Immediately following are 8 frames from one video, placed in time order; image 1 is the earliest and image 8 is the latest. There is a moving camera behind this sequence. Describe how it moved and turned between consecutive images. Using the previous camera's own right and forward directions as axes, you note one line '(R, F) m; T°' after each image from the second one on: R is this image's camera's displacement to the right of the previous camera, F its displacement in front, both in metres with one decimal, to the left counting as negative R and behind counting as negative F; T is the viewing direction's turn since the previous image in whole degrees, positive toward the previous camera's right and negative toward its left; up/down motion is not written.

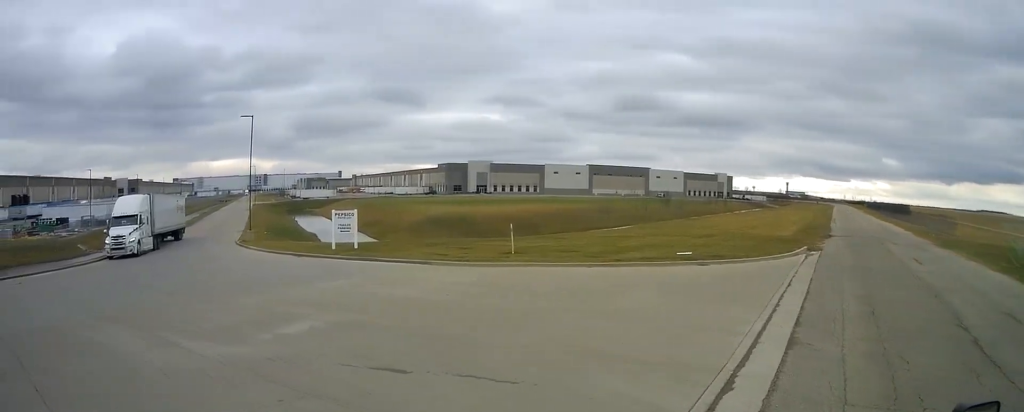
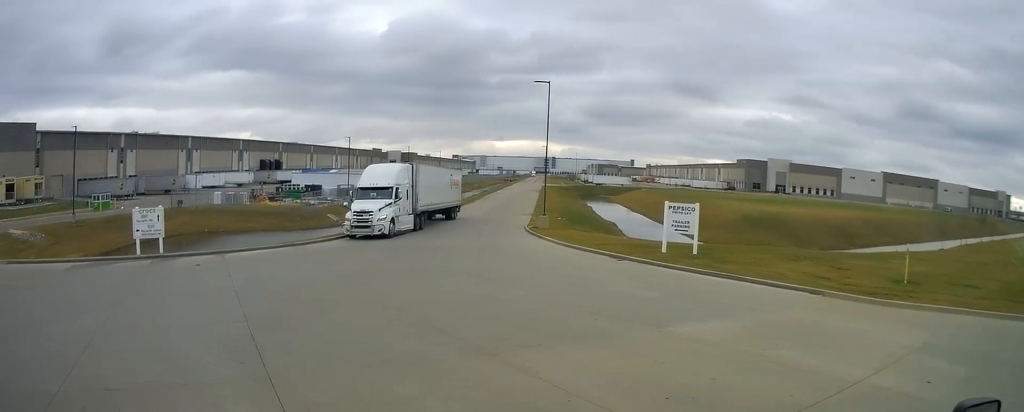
(-2.2, +12.8) m; -22°
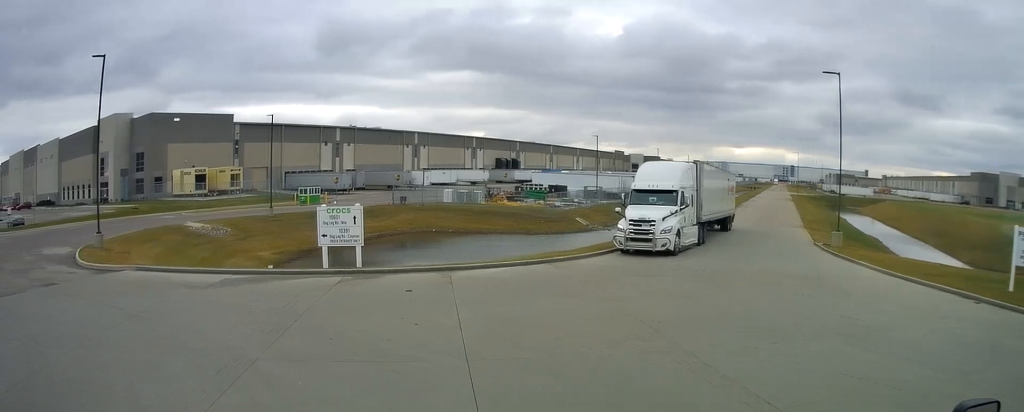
(-2.4, +10.4) m; -25°
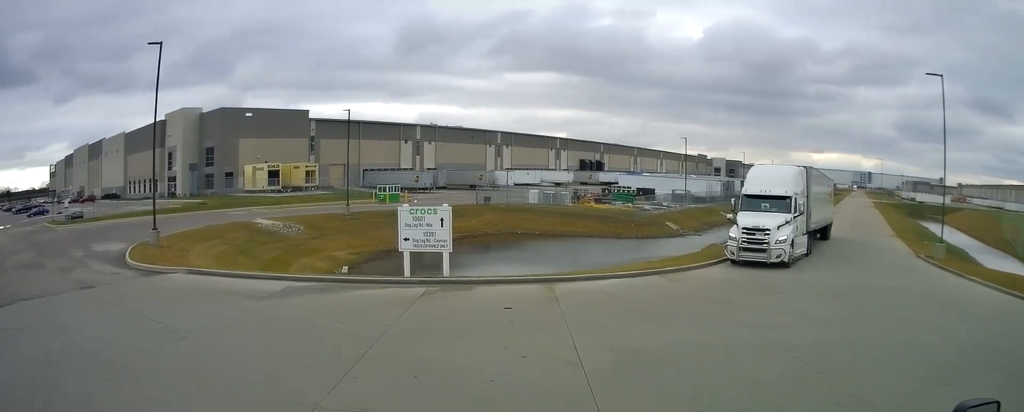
(-0.3, +3.3) m; -14°
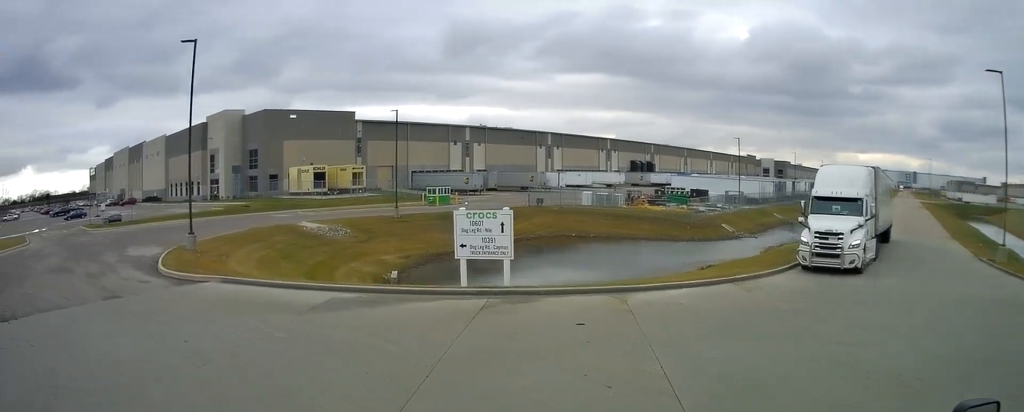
(-0.1, +1.9) m; -12°
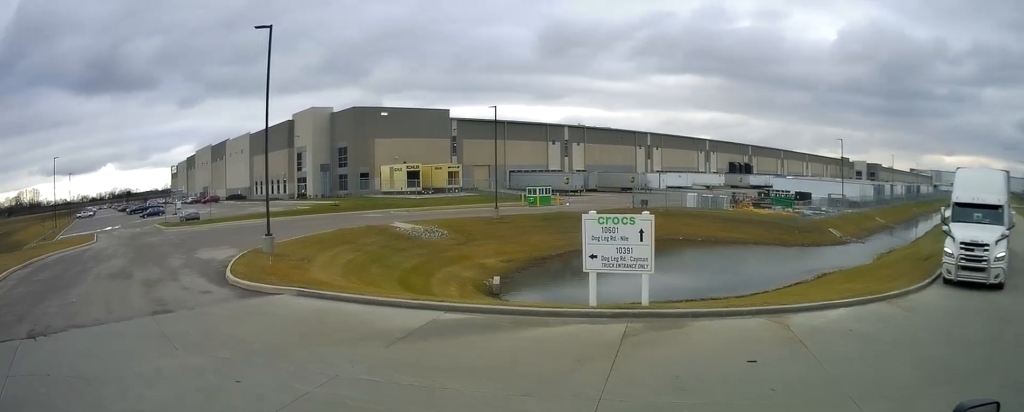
(-0.6, +3.1) m; -17°
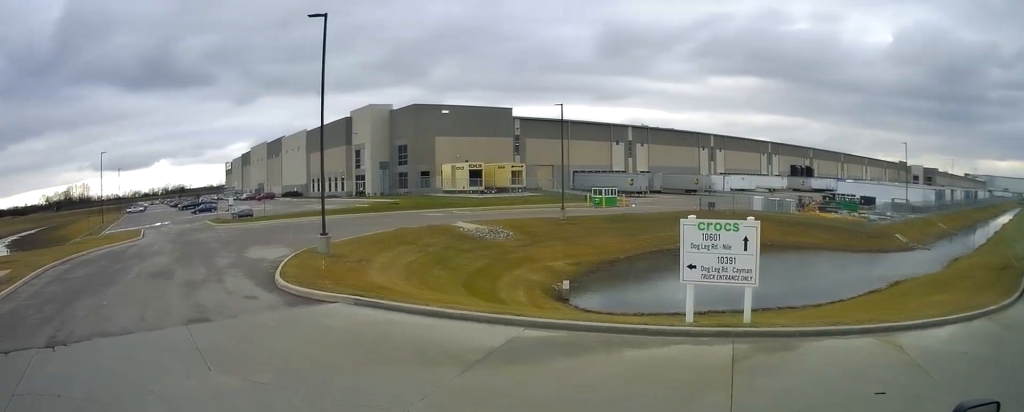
(-0.1, +1.6) m; -10°
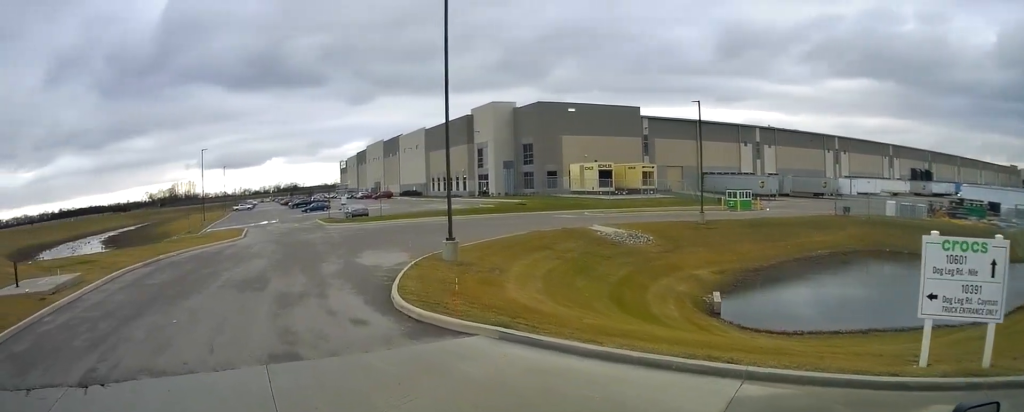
(-0.4, +2.7) m; -25°
